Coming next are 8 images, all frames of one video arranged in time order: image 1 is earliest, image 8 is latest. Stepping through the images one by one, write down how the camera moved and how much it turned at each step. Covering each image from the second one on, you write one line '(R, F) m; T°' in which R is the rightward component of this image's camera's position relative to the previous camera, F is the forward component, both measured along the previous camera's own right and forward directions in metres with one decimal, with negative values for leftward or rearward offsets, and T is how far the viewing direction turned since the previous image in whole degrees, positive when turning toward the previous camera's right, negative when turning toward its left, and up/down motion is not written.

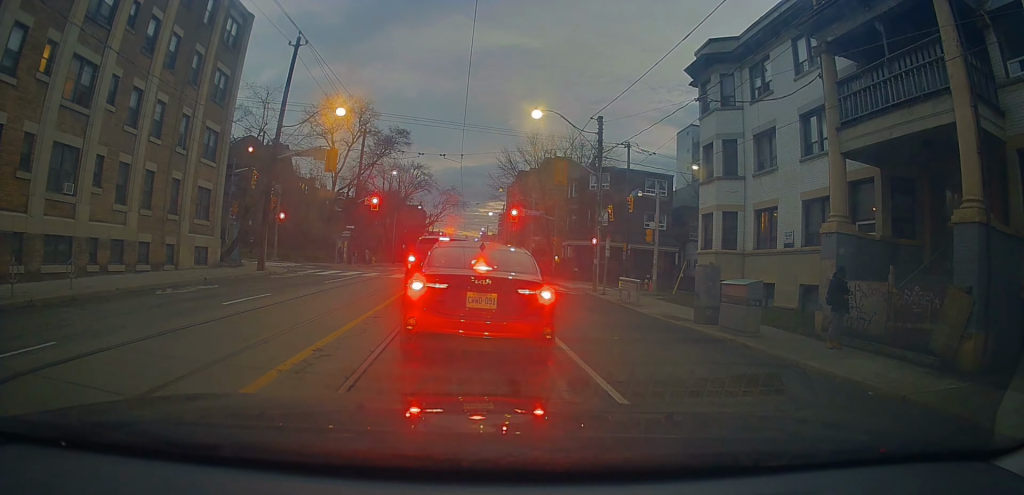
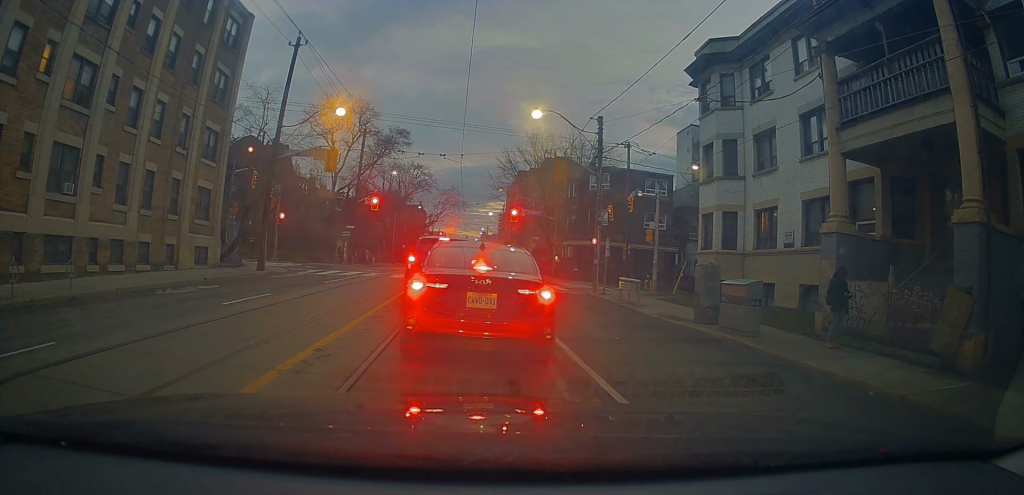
(0.0, 0.0) m; 0°
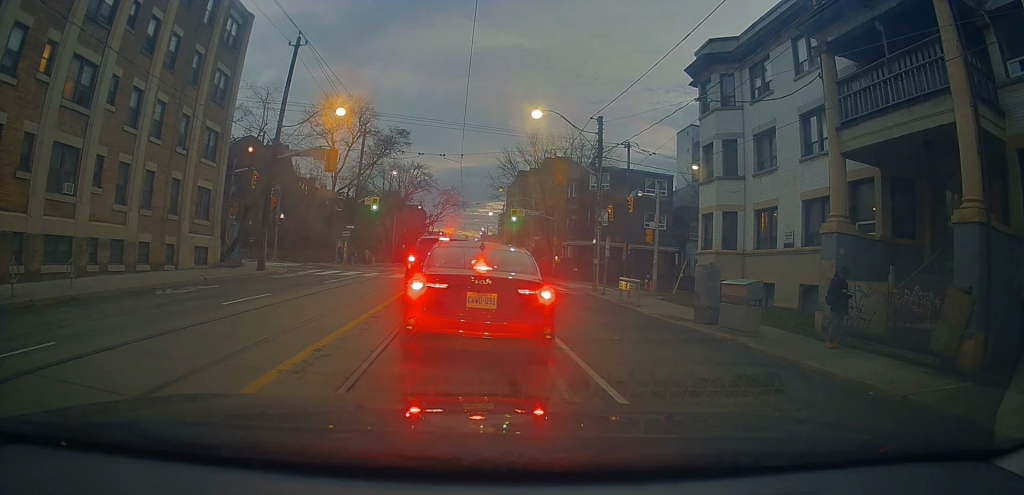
(0.0, 0.0) m; 0°
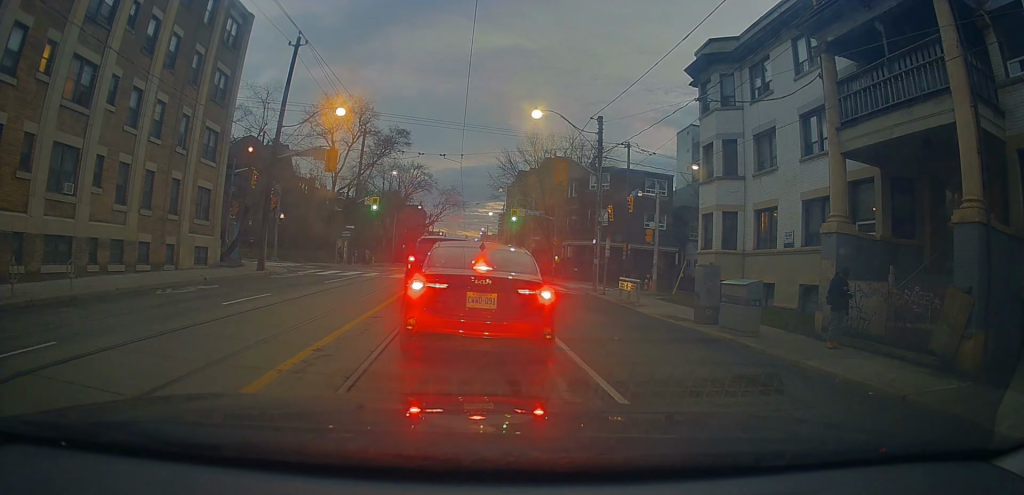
(0.0, 0.0) m; 0°
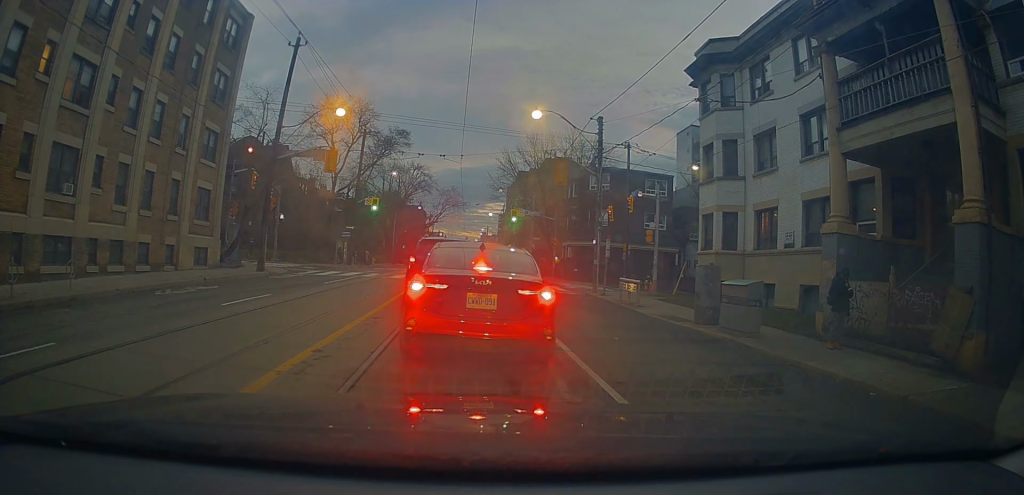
(+0.1, +0.3) m; 0°
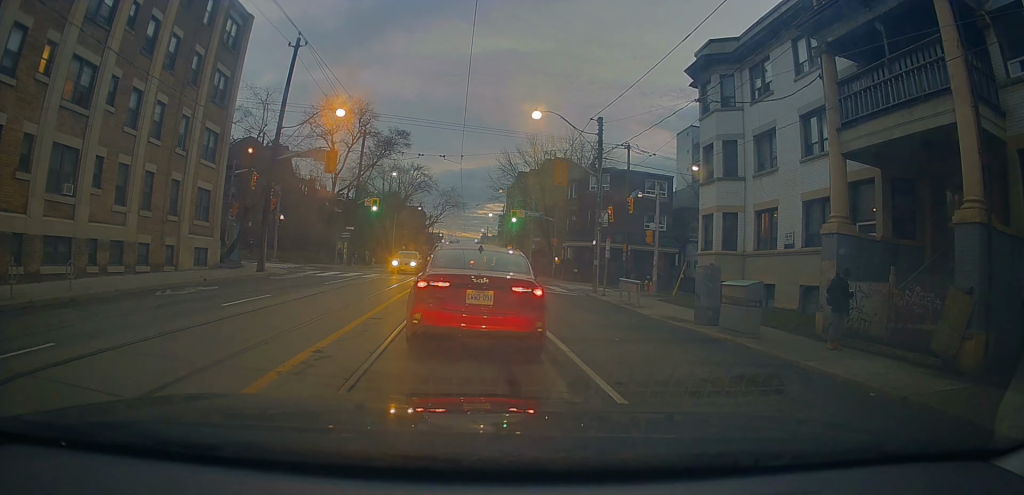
(+0.1, +0.3) m; 0°
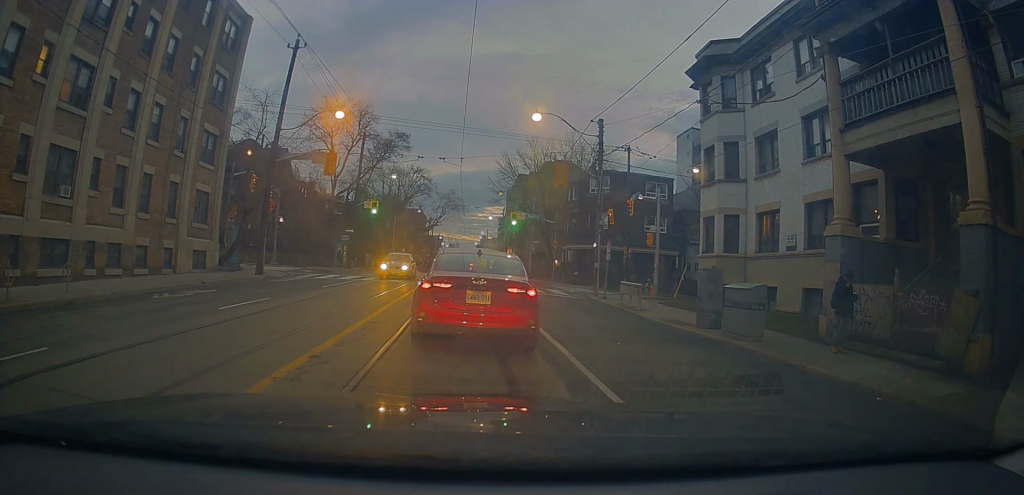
(0.0, +0.1) m; 0°
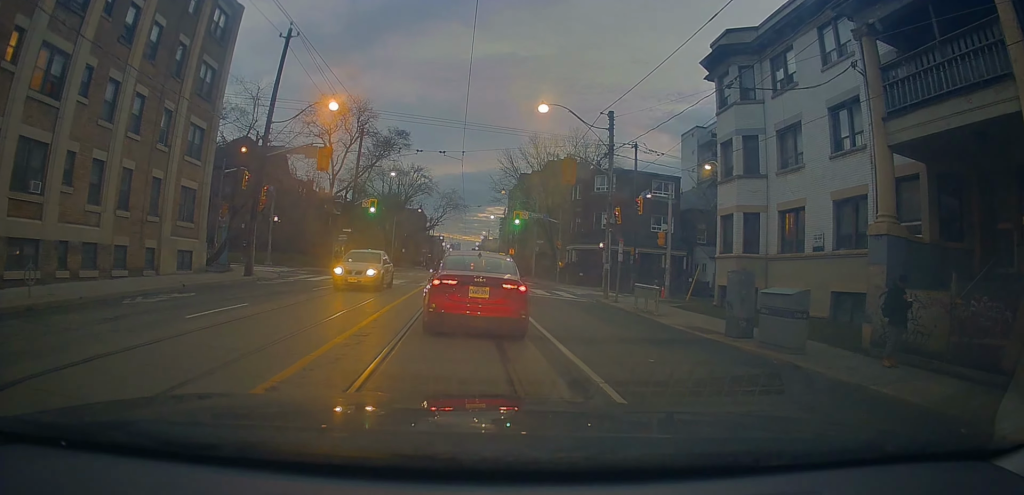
(+0.2, +1.0) m; 0°
